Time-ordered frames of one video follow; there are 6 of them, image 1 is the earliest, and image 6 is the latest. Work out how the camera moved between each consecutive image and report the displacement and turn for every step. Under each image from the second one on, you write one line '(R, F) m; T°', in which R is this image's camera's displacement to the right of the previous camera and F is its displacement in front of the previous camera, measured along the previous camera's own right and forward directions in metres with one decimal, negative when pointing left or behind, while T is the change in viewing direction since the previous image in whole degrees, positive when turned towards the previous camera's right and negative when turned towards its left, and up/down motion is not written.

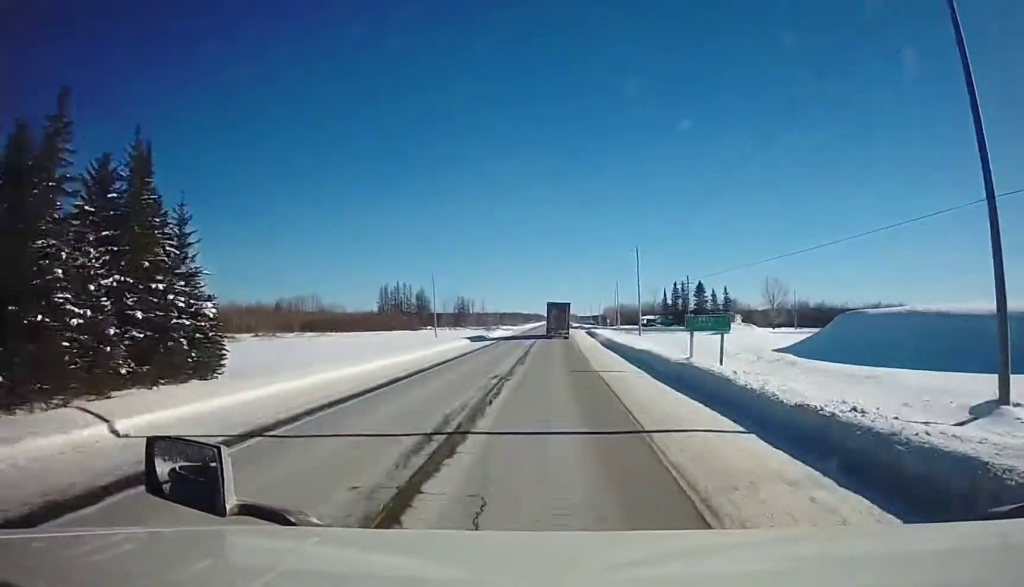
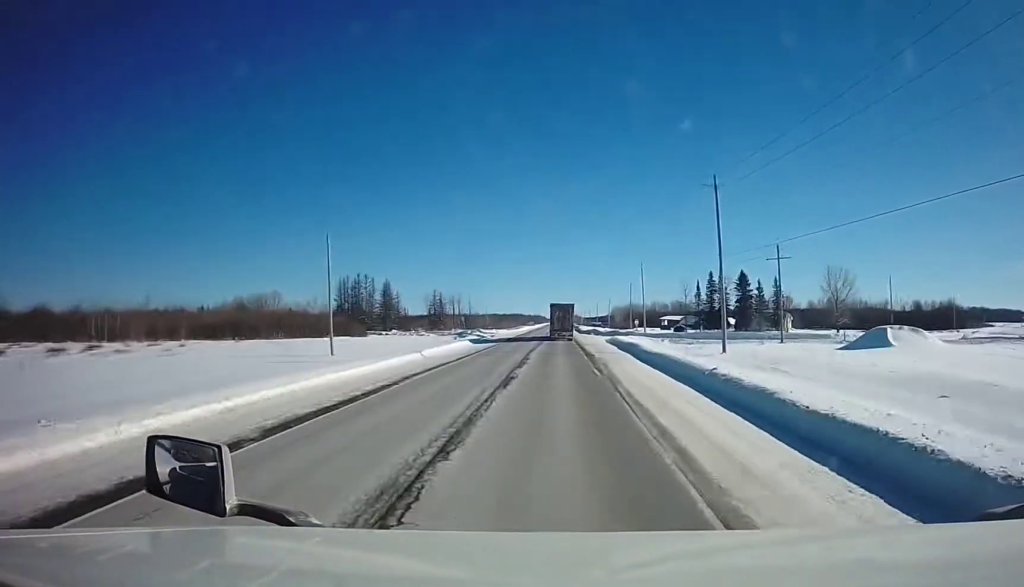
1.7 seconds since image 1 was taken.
(-0.5, +46.5) m; -1°
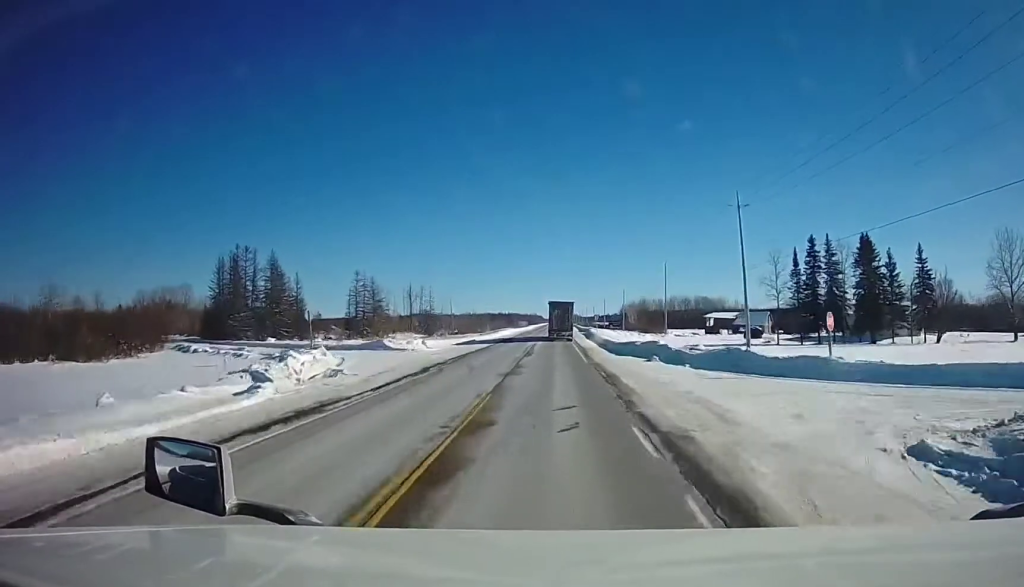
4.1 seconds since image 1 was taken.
(+0.2, +69.9) m; +1°
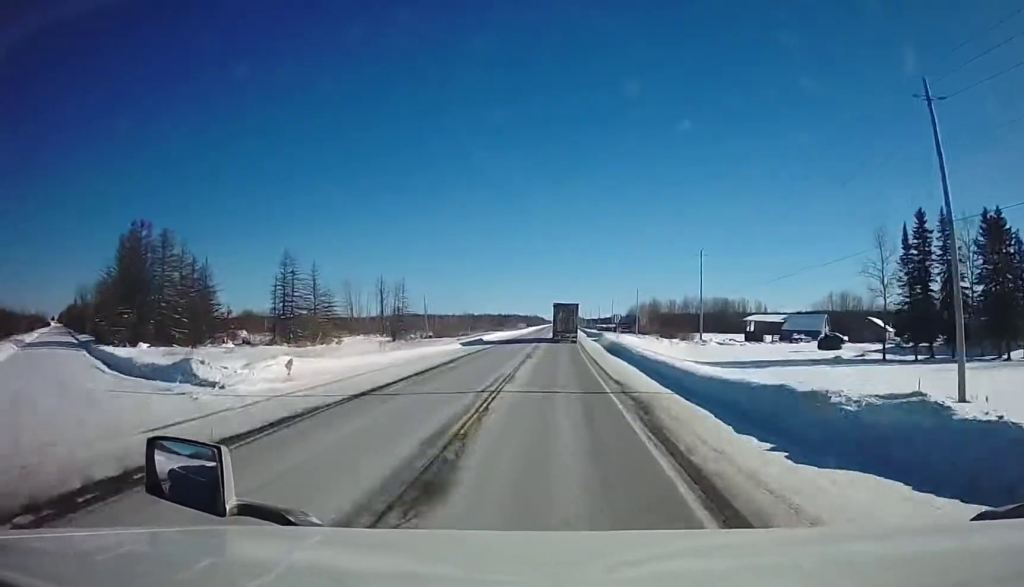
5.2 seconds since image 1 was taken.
(+0.3, +31.7) m; 0°
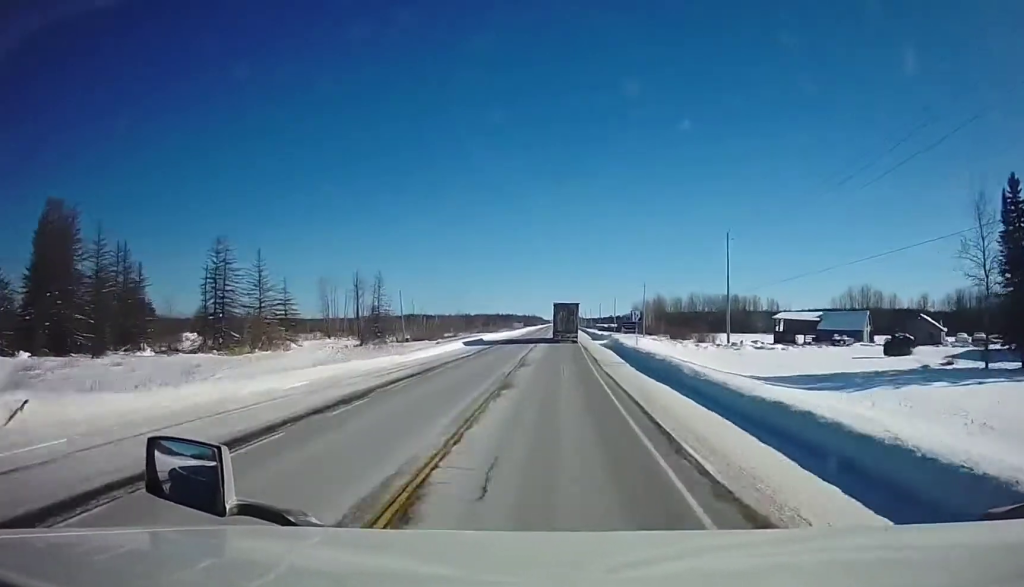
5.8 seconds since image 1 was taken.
(-0.3, +17.3) m; 0°
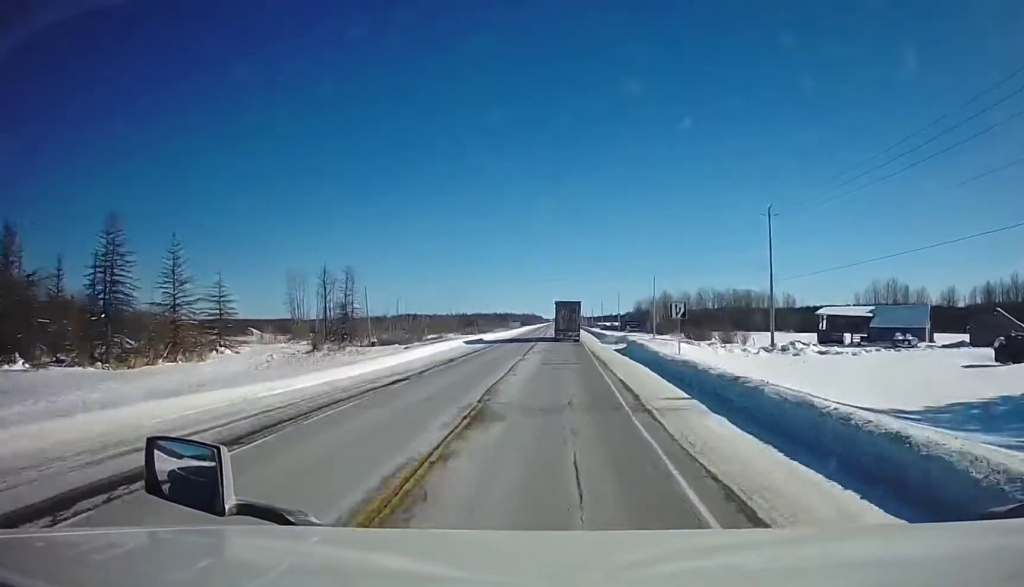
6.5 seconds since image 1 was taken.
(+0.1, +18.2) m; 0°
